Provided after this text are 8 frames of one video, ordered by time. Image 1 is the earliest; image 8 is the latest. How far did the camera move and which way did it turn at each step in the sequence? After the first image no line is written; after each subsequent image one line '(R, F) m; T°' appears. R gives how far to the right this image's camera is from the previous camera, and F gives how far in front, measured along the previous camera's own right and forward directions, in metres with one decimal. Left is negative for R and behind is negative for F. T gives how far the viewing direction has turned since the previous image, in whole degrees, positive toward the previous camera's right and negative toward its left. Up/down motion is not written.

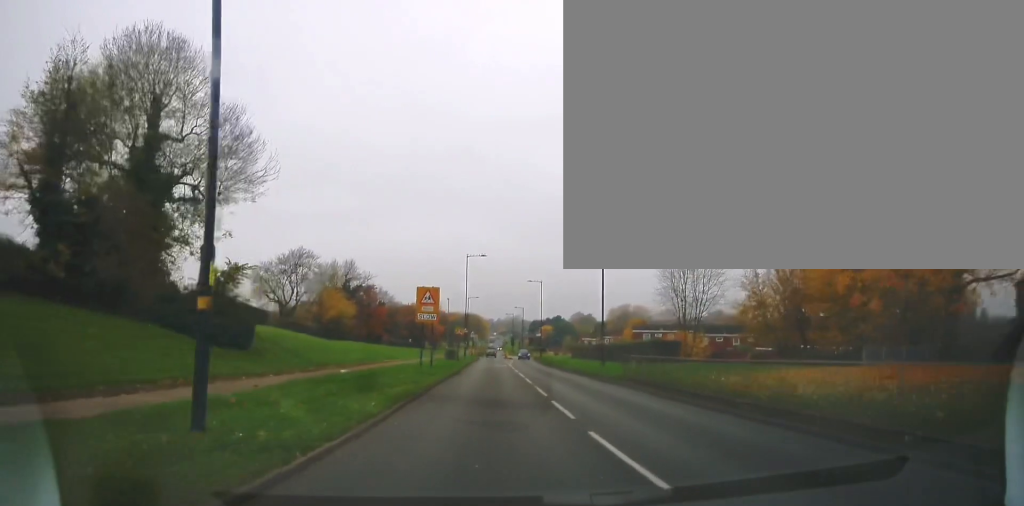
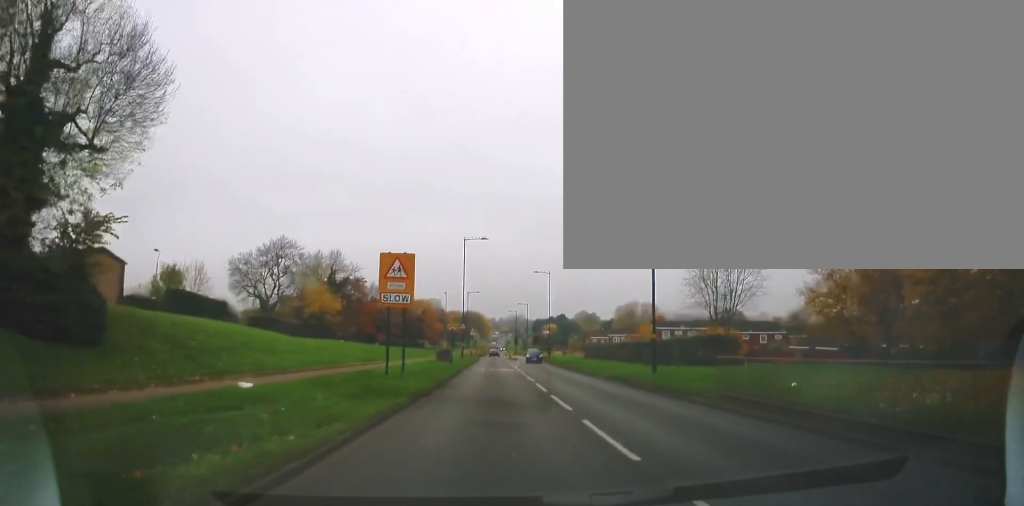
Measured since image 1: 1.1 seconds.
(+0.5, +10.3) m; +3°
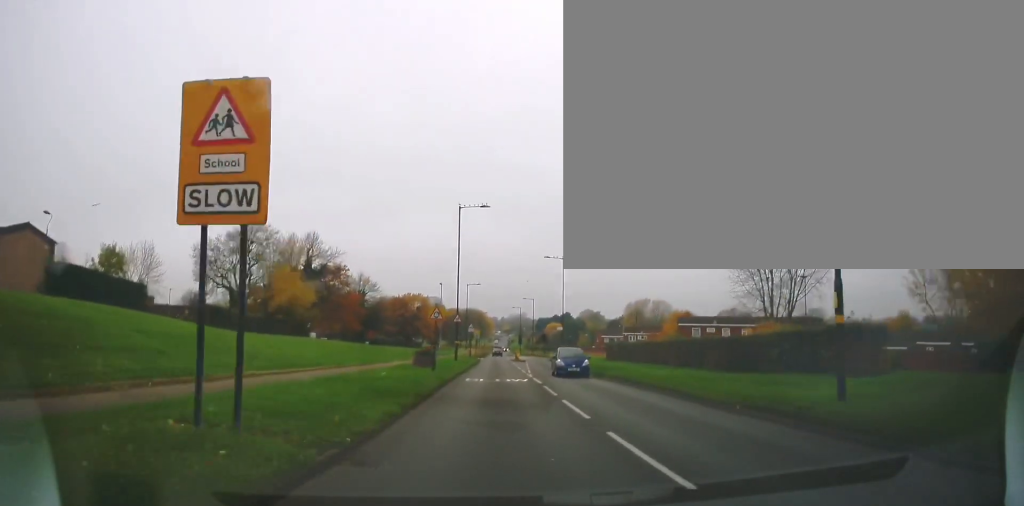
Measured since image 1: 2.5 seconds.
(0.0, +13.3) m; -1°
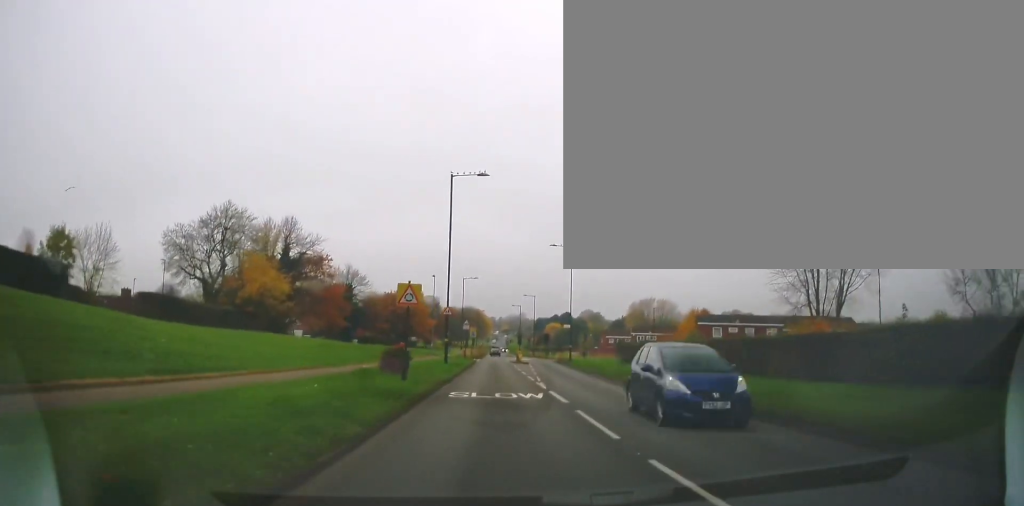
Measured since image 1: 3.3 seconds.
(0.0, +8.2) m; -2°
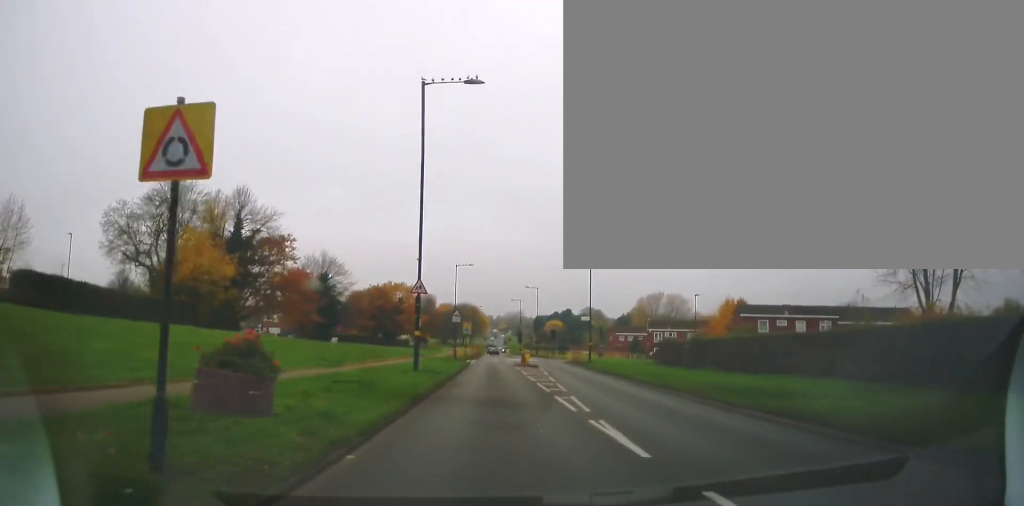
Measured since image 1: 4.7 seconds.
(-0.1, +13.9) m; +2°
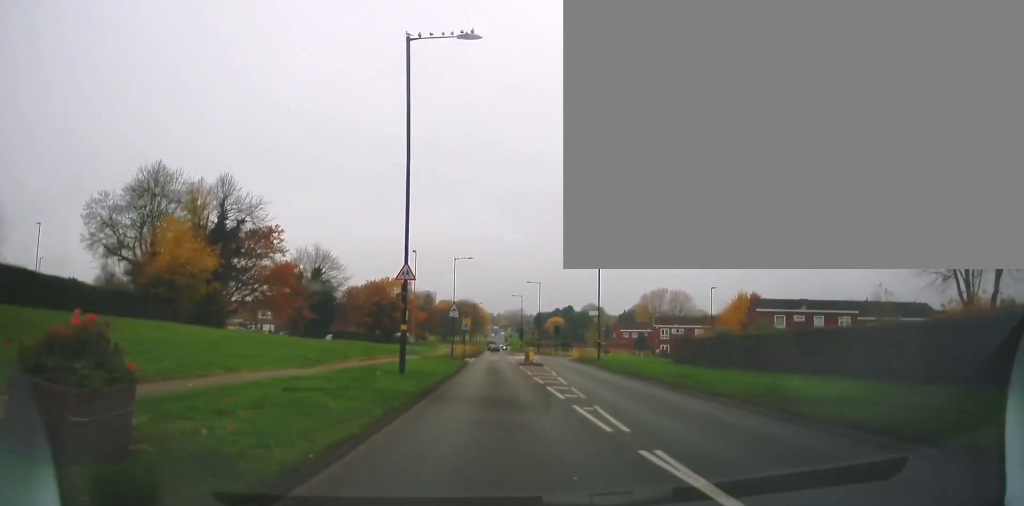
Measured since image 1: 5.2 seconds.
(+0.1, +4.1) m; +1°
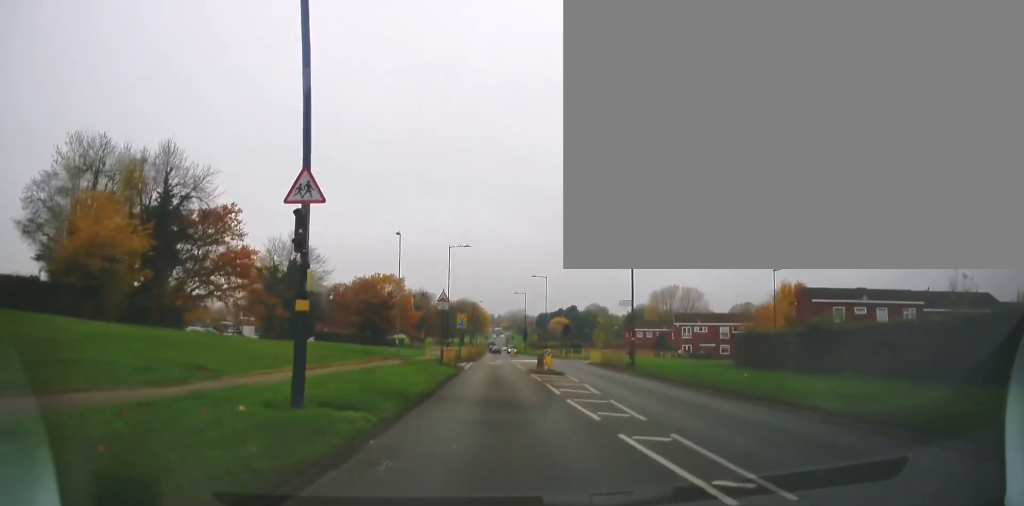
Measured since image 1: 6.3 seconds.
(0.0, +10.8) m; 0°
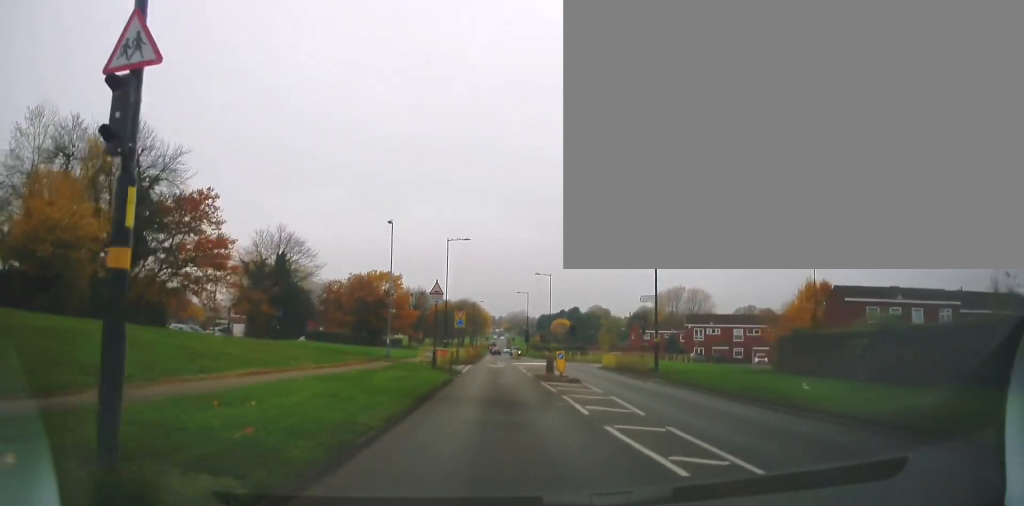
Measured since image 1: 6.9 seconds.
(0.0, +4.7) m; 0°
